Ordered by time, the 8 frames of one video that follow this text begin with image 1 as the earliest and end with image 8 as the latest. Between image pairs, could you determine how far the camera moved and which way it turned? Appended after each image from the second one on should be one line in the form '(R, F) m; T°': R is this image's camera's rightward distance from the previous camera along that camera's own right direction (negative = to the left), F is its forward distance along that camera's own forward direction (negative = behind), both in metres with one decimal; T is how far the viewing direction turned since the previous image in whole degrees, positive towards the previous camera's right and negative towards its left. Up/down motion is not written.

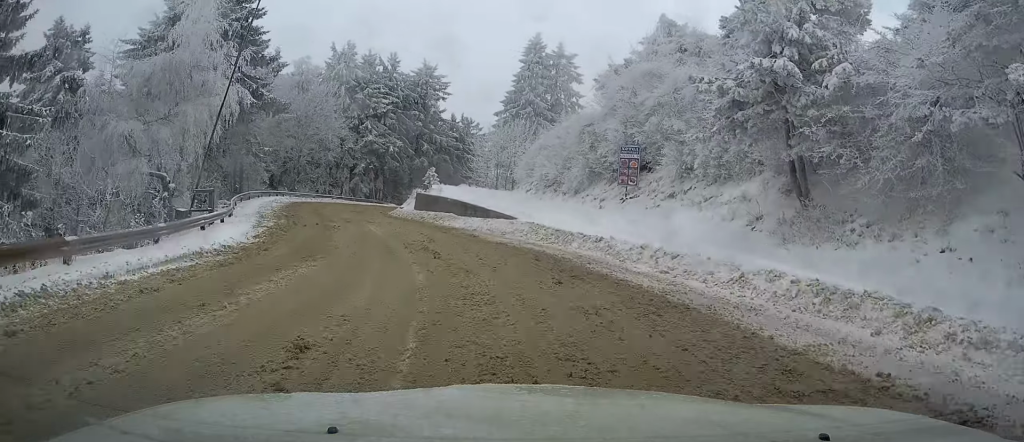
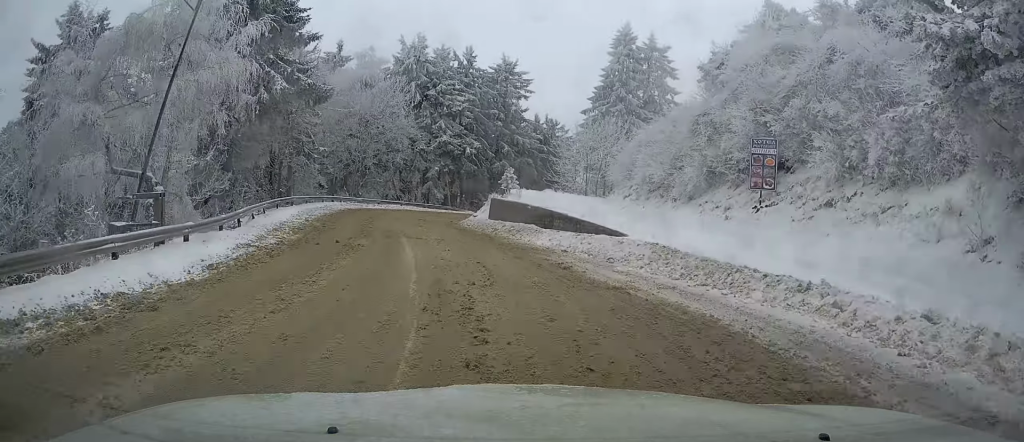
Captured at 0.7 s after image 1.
(-0.3, +6.4) m; -5°
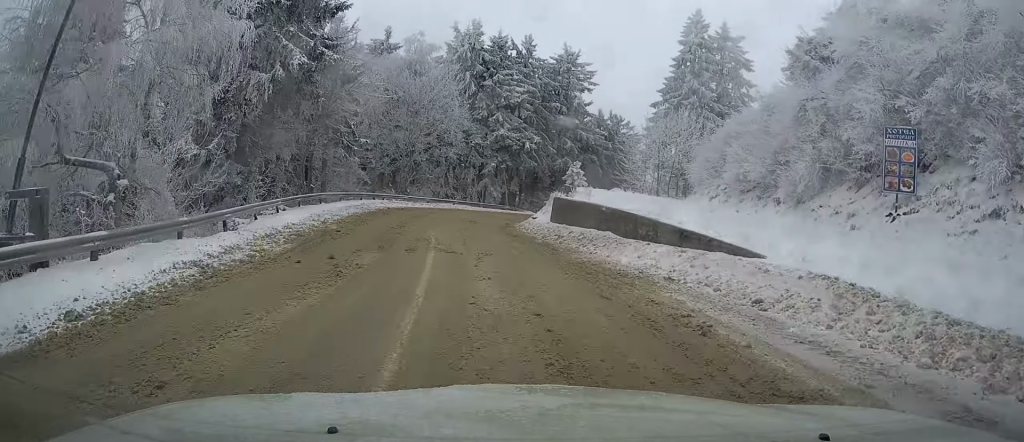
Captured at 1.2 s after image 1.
(0.0, +4.6) m; -3°
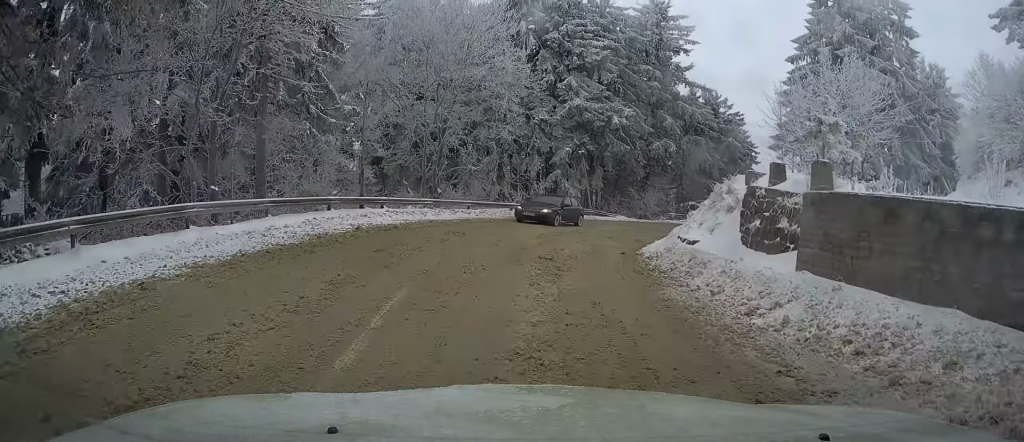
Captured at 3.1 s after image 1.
(-1.3, +17.2) m; -2°
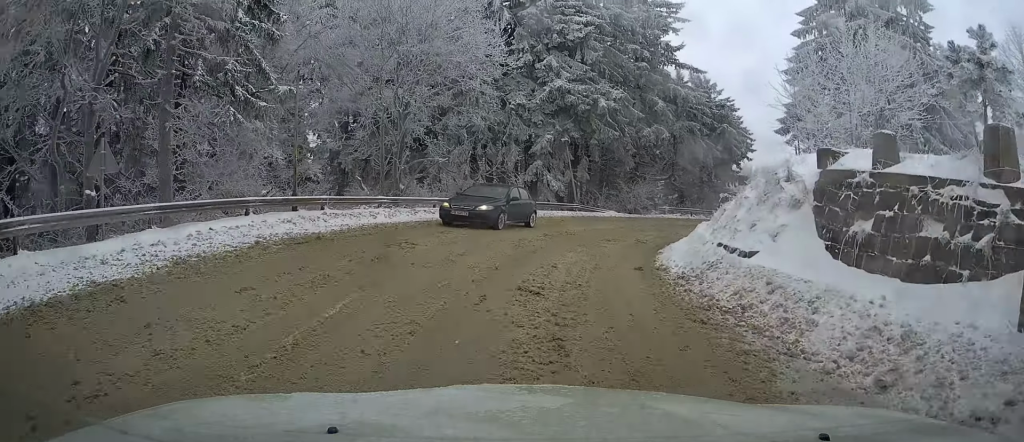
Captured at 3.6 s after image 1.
(+0.2, +4.6) m; +3°
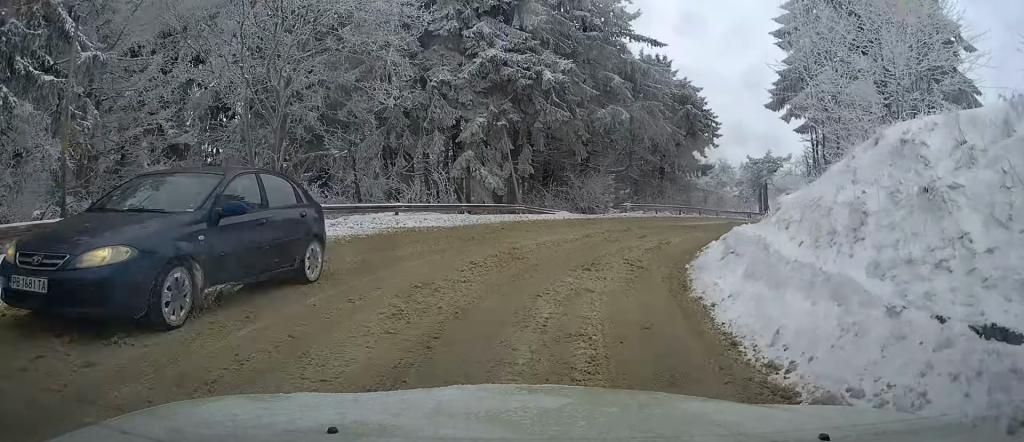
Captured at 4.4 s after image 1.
(+0.4, +7.9) m; +5°
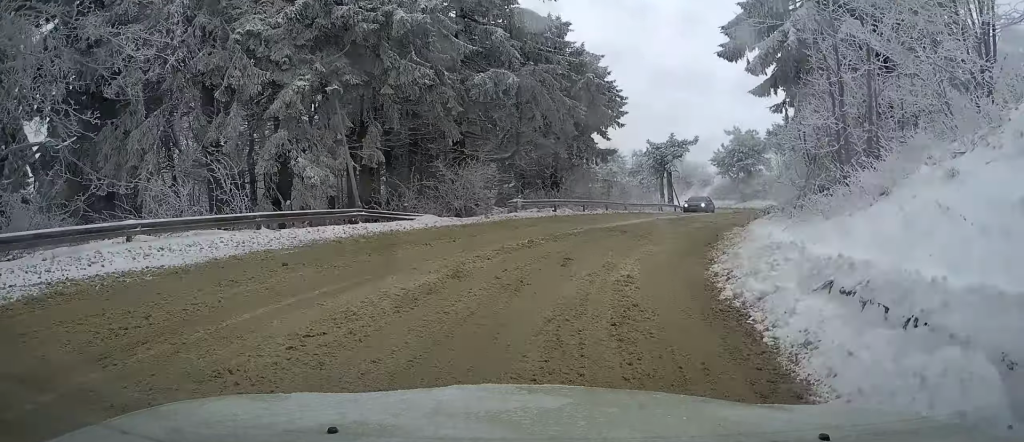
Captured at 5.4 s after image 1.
(+0.5, +10.2) m; +8°
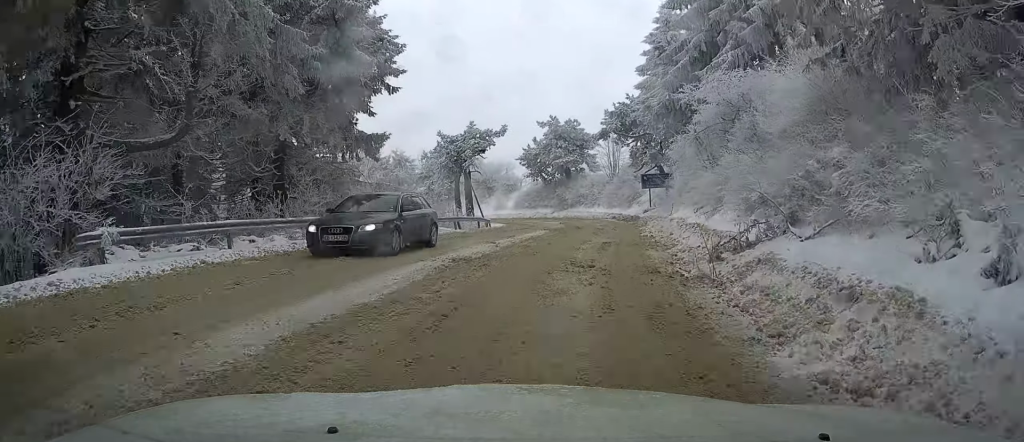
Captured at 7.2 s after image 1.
(+3.2, +17.5) m; +19°
